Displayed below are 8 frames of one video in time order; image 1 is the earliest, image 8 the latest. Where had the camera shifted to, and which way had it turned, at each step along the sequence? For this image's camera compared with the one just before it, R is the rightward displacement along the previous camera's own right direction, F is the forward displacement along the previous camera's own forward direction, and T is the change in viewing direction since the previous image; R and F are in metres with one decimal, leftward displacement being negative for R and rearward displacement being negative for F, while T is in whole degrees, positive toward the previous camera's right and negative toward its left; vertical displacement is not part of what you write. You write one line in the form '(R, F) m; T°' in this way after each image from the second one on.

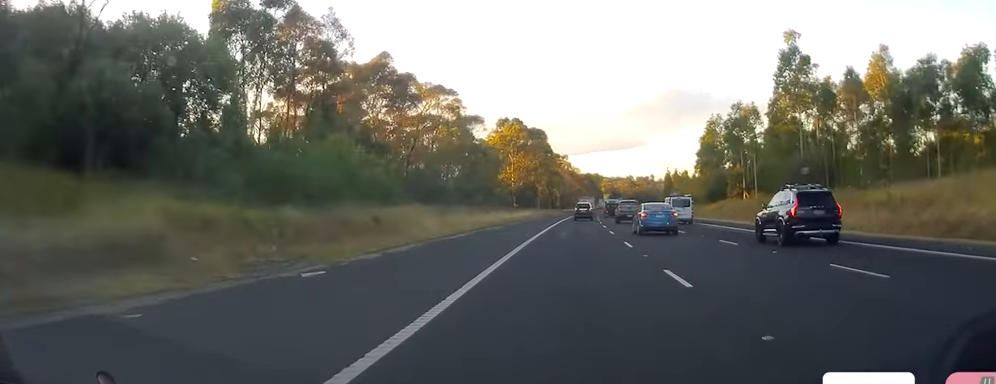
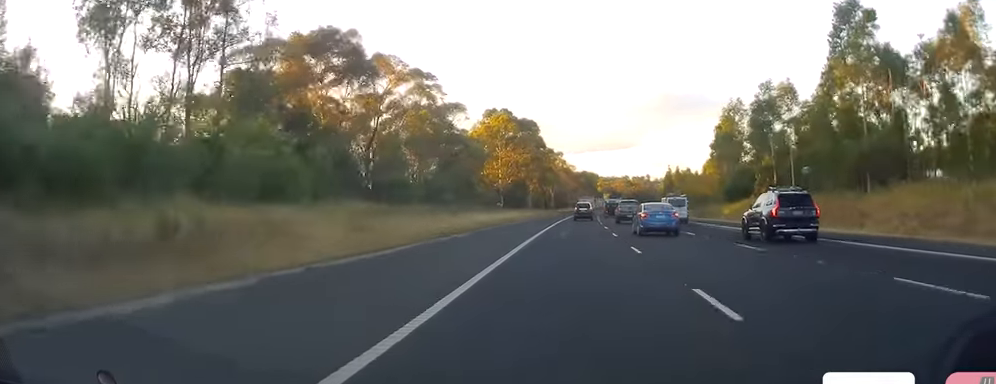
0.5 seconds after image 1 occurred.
(0.0, +15.6) m; +1°
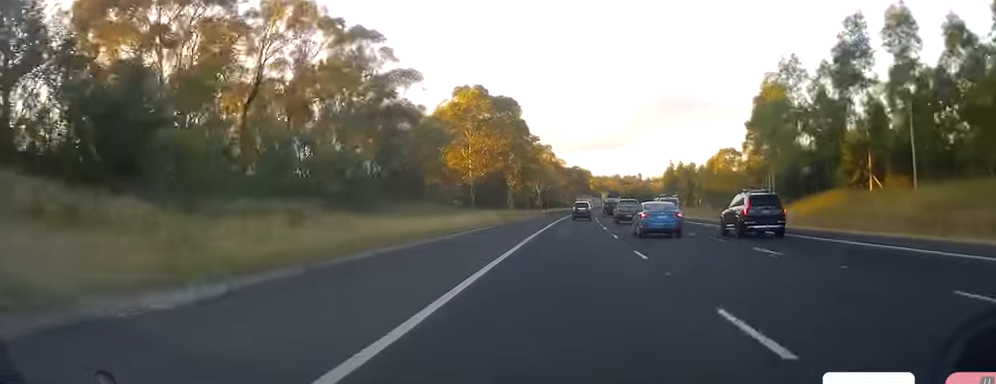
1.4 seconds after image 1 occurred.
(+0.1, +26.3) m; +2°
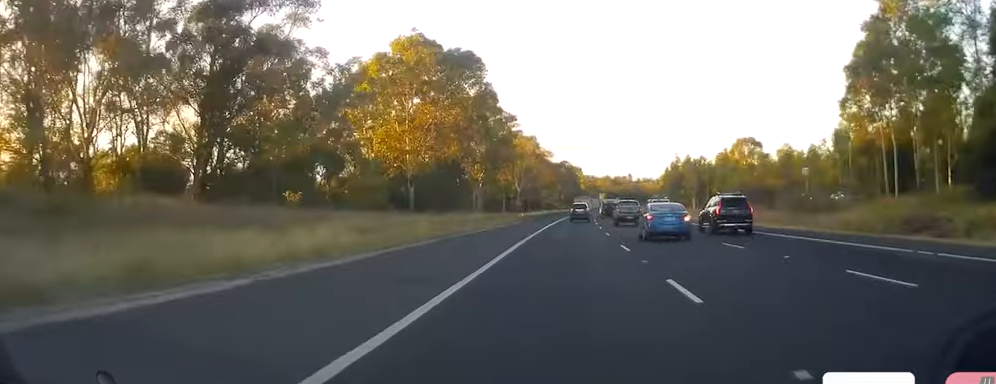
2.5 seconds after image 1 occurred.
(+0.8, +32.2) m; +1°
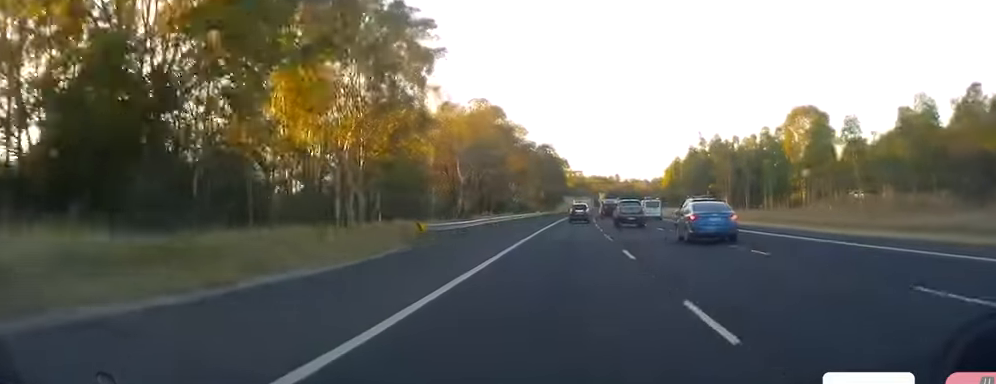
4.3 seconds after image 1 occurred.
(+0.3, +51.4) m; +2°
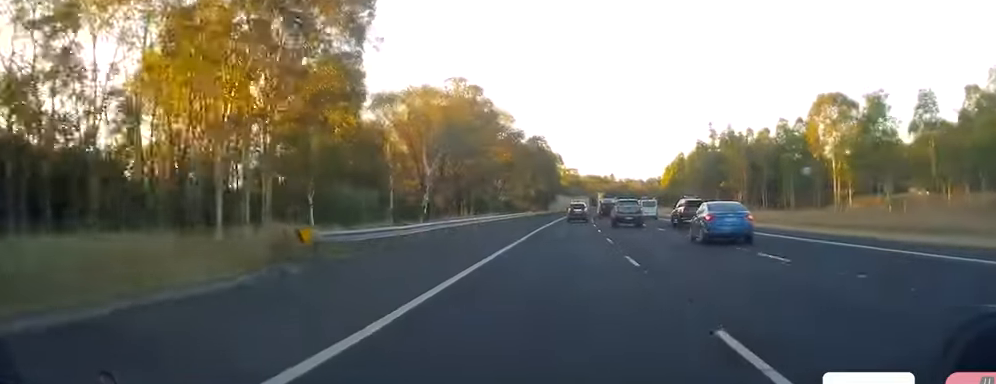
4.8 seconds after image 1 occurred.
(+0.4, +14.5) m; -1°
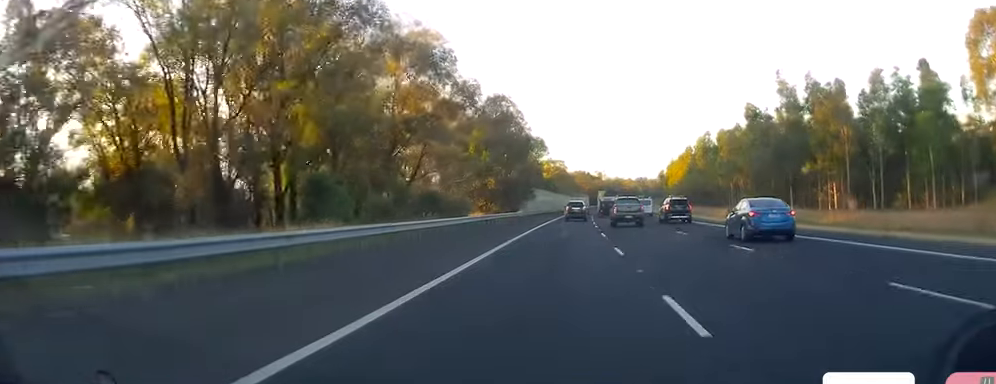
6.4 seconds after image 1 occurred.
(-0.9, +45.4) m; 0°
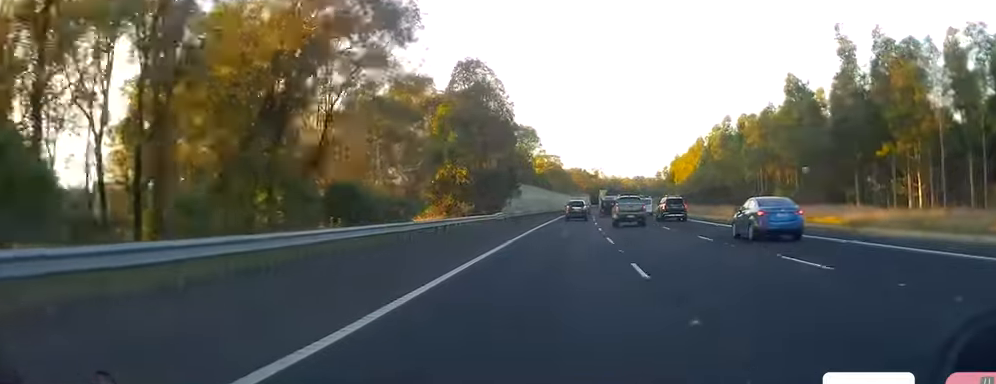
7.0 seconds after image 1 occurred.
(+0.8, +18.3) m; +2°
